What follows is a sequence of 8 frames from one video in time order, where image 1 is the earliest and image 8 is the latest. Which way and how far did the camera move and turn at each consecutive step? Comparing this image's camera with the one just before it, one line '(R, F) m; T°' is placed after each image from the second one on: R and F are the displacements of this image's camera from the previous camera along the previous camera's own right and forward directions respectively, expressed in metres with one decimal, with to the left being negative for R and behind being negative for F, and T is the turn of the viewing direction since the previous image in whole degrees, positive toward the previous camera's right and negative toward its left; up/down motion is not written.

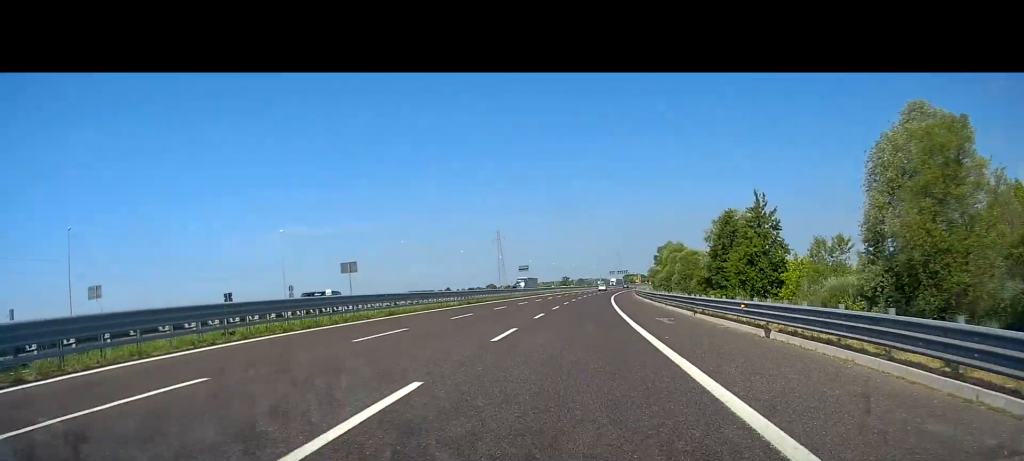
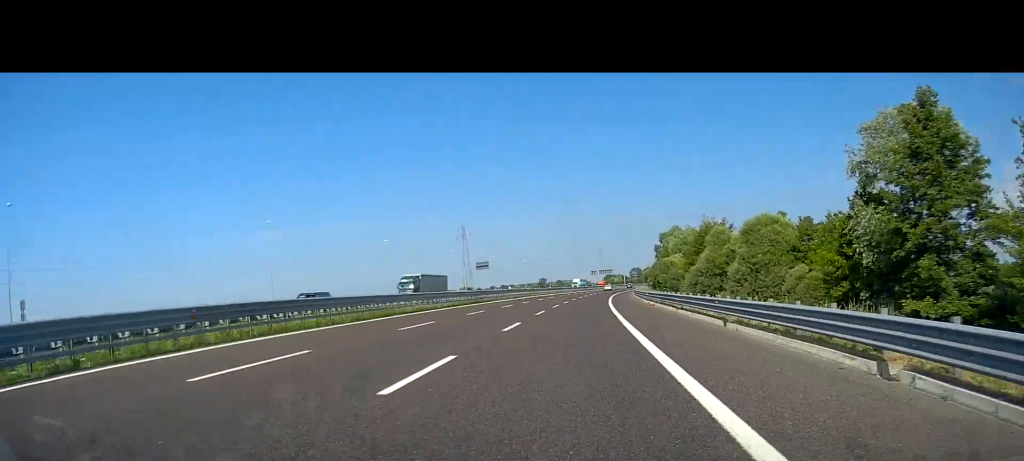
(+1.1, +44.0) m; +2°
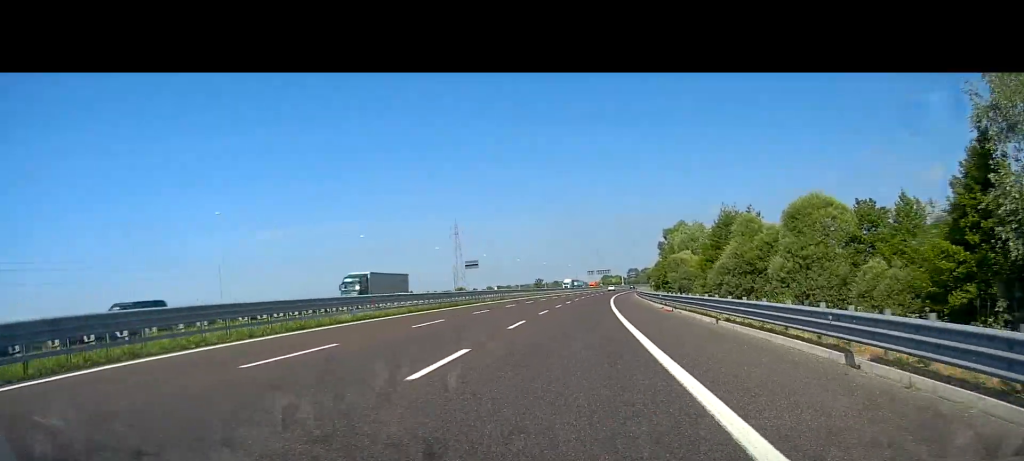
(0.0, +10.6) m; 0°
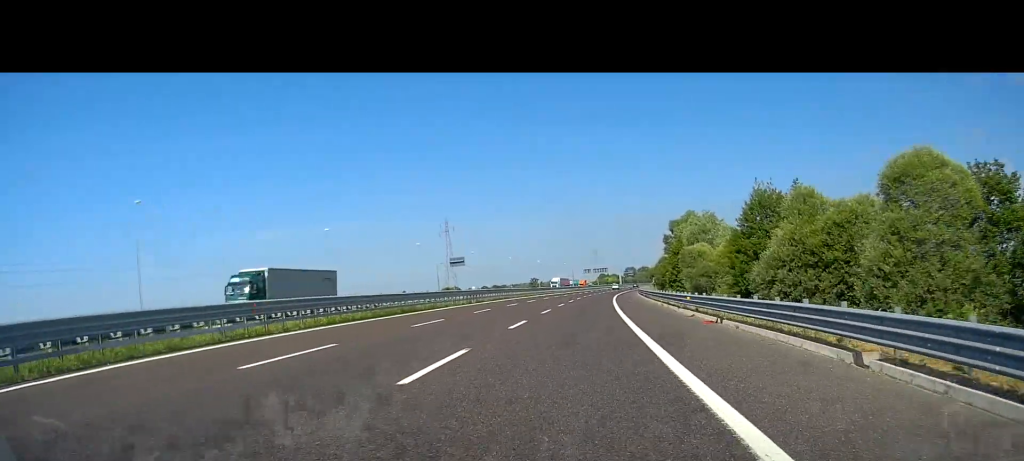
(0.0, +12.3) m; 0°
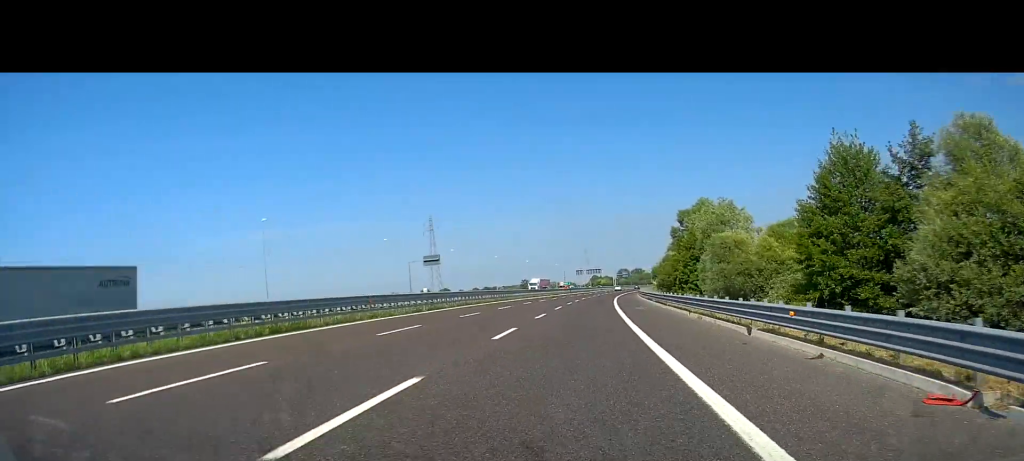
(0.0, +15.8) m; +1°
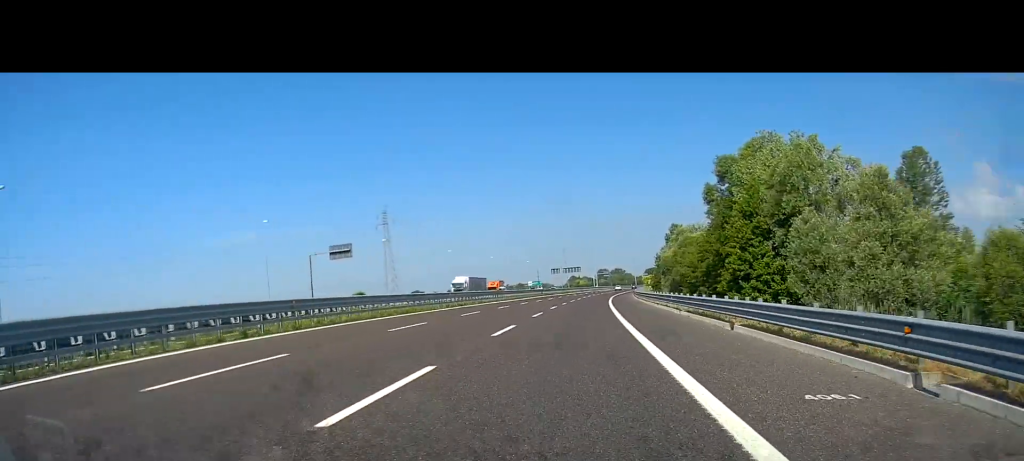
(+0.5, +34.4) m; +1°
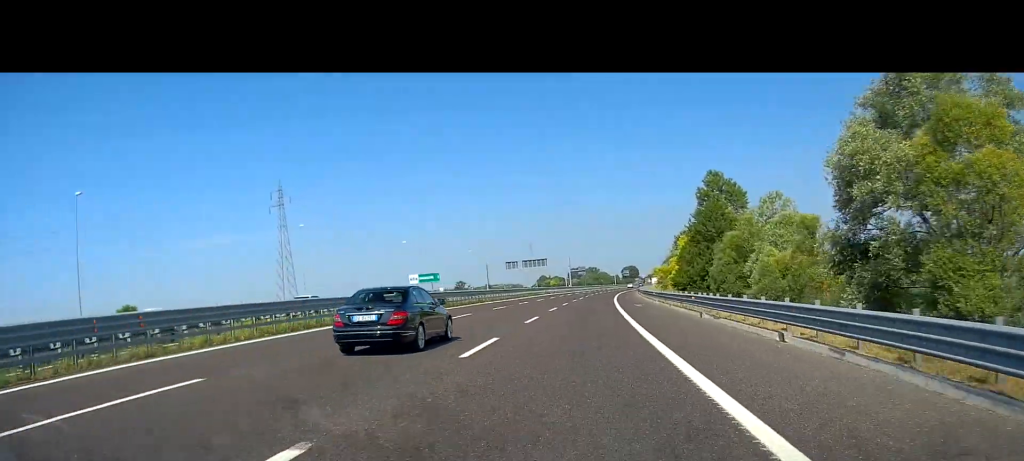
(+1.4, +65.4) m; +2°
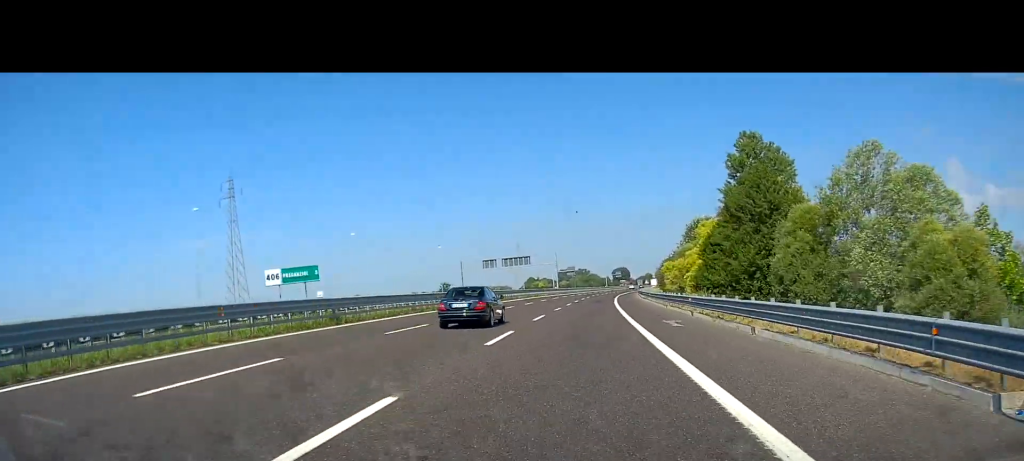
(0.0, +21.2) m; +1°
